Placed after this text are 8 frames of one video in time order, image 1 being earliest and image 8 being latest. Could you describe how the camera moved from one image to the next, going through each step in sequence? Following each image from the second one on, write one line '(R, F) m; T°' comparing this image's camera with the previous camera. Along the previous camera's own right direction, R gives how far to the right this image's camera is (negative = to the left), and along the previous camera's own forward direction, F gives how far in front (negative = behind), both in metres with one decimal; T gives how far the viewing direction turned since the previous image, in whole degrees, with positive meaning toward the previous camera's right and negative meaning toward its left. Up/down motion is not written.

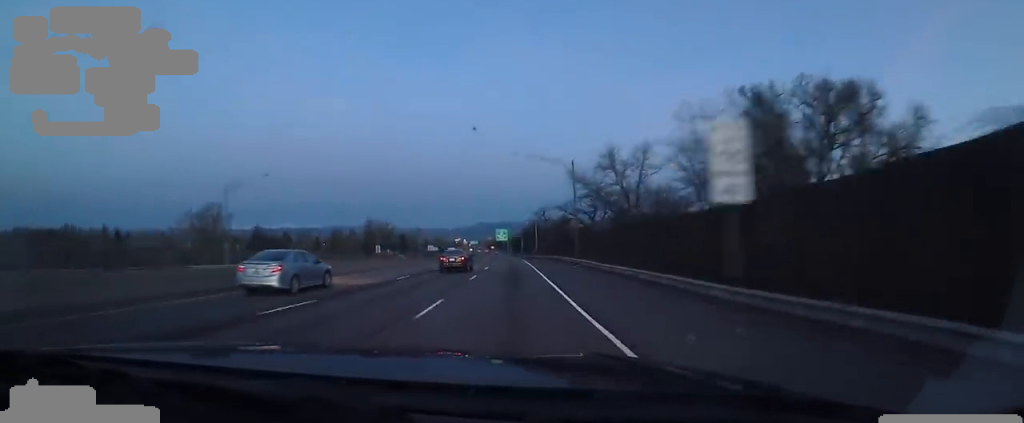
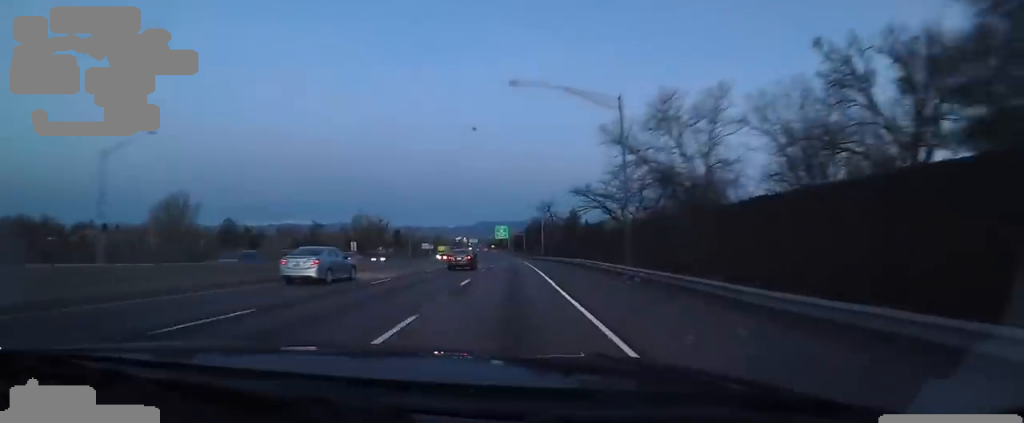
(-0.1, +16.0) m; -1°
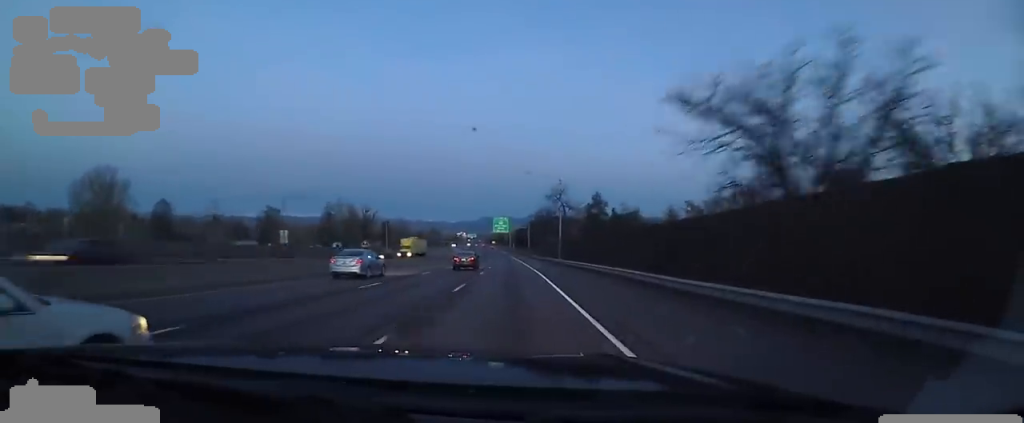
(-0.4, +26.5) m; -2°
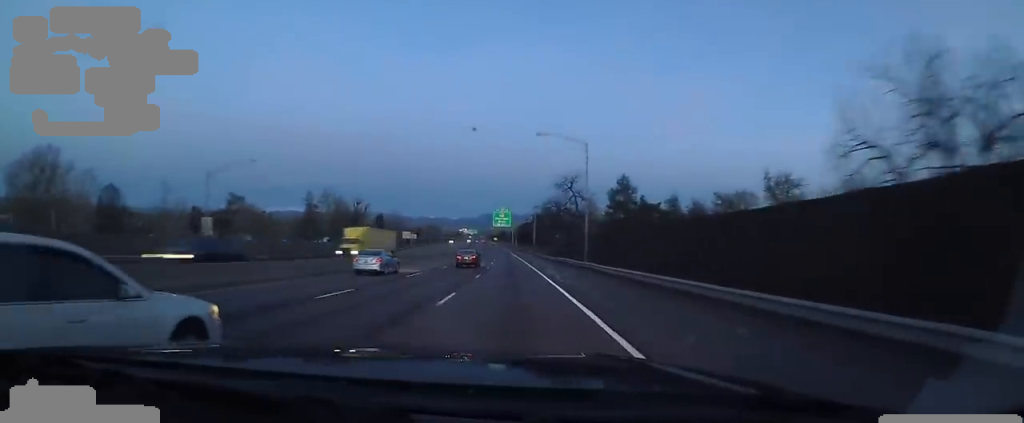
(-0.8, +16.0) m; 0°
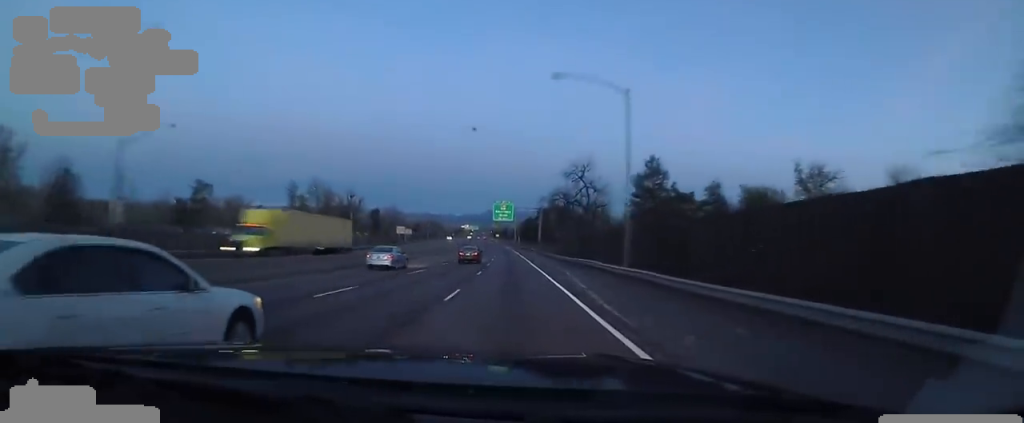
(+0.2, +11.4) m; 0°
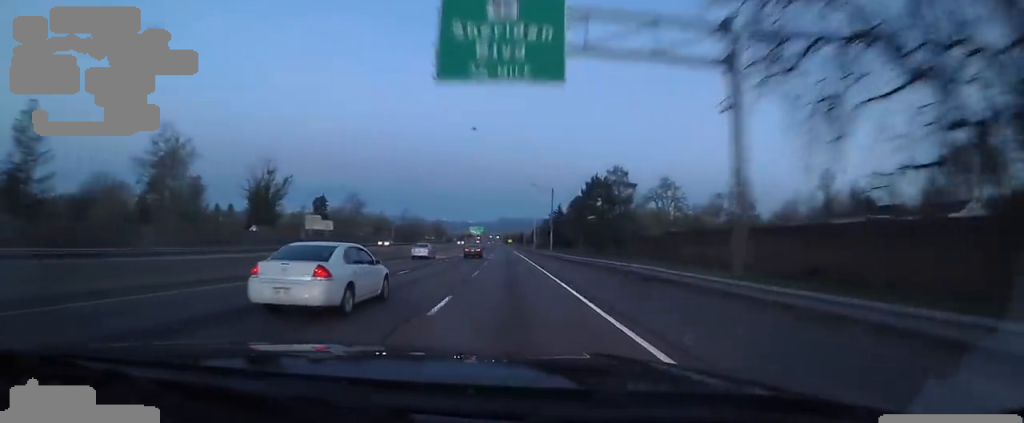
(+0.6, +75.8) m; 0°
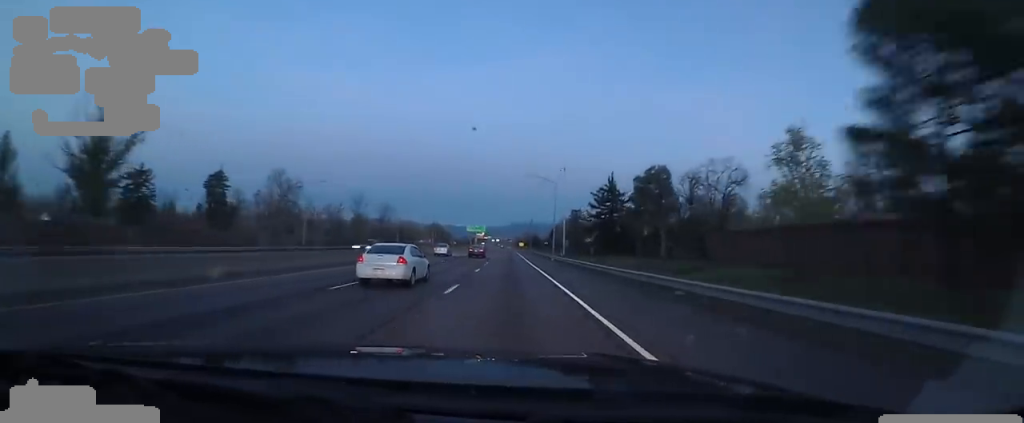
(-2.5, +58.2) m; -3°
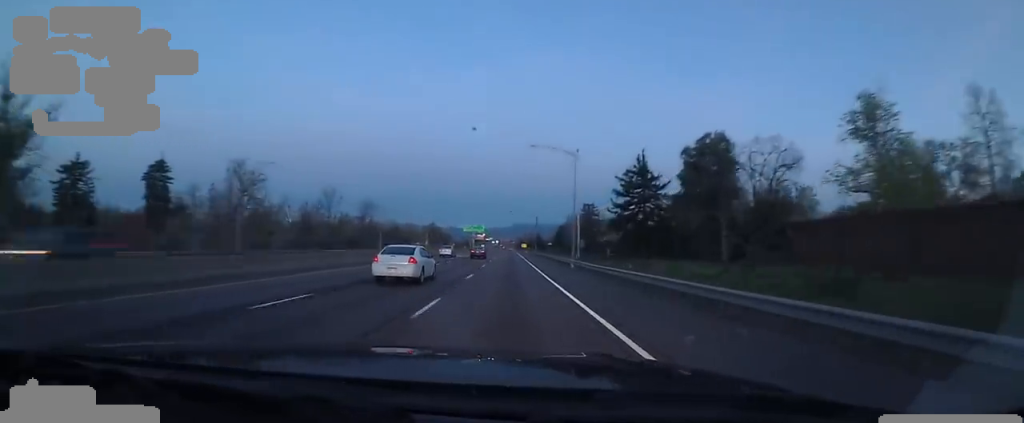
(0.0, +16.8) m; 0°
